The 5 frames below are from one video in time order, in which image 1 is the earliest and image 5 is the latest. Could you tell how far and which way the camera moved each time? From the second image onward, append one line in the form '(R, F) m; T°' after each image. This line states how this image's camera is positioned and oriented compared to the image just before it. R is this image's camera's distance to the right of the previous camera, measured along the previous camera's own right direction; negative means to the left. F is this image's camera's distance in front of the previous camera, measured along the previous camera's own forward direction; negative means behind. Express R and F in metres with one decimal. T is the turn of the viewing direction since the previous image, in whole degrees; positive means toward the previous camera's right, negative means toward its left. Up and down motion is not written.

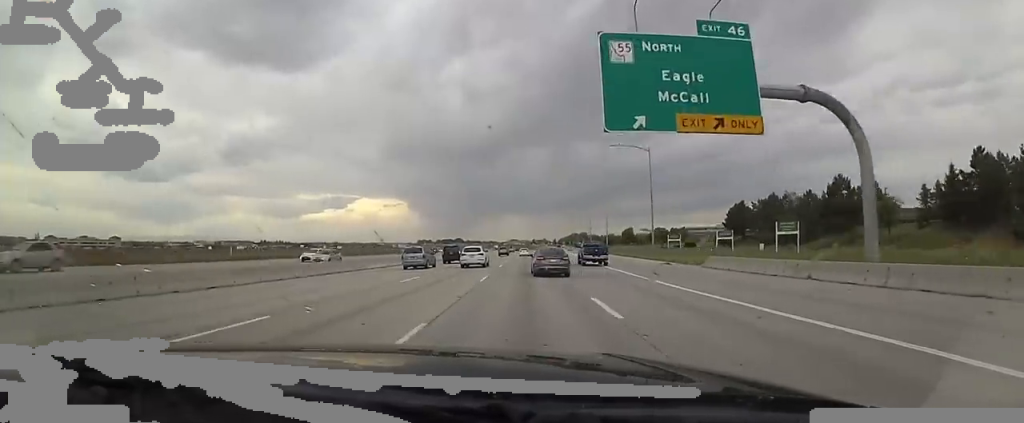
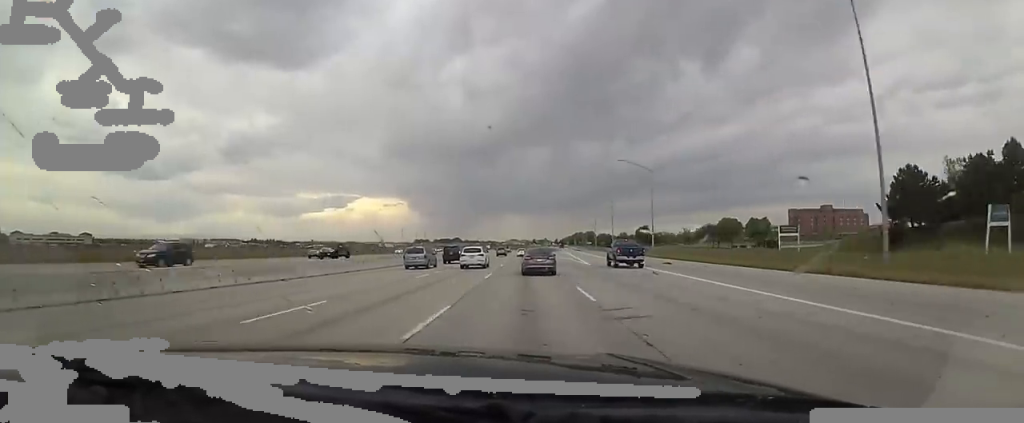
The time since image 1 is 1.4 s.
(0.0, +41.8) m; 0°
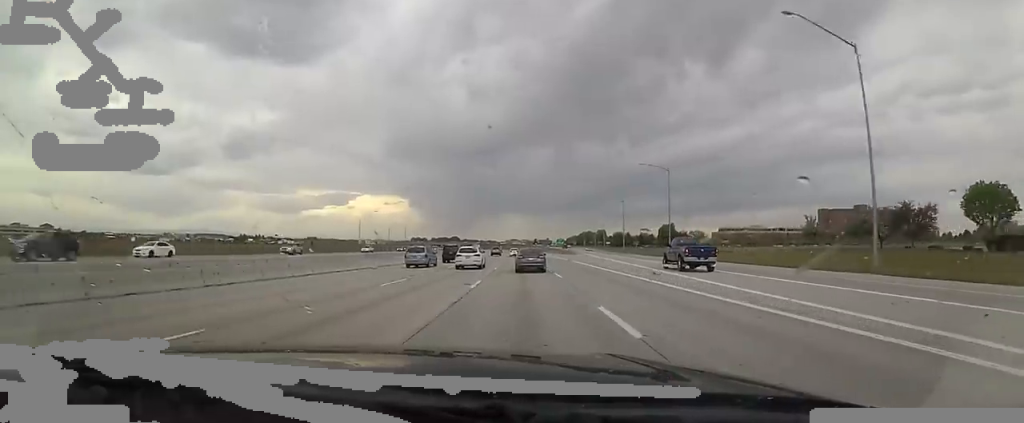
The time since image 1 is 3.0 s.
(0.0, +49.5) m; 0°
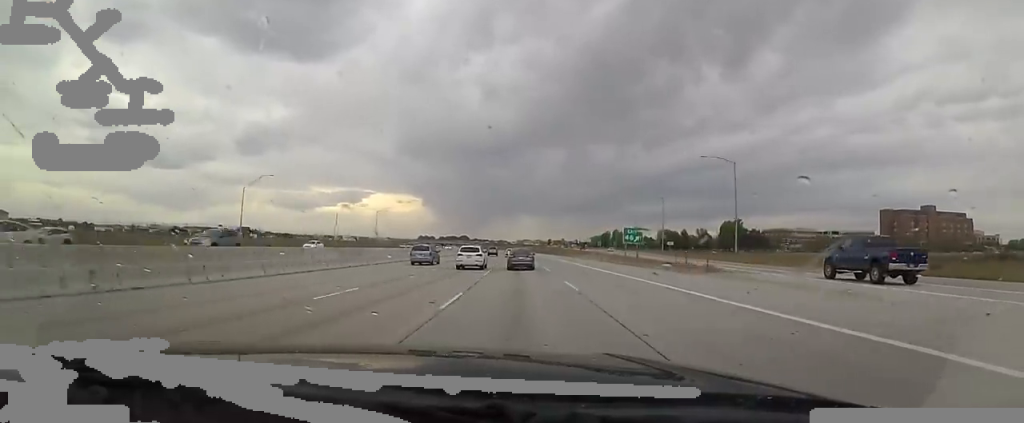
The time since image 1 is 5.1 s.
(0.0, +66.7) m; 0°
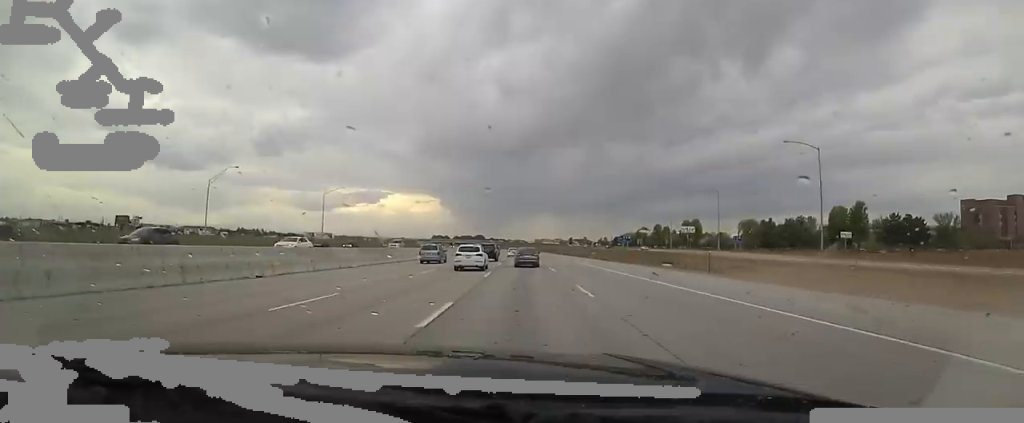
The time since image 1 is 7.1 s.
(-0.5, +63.5) m; -3°
